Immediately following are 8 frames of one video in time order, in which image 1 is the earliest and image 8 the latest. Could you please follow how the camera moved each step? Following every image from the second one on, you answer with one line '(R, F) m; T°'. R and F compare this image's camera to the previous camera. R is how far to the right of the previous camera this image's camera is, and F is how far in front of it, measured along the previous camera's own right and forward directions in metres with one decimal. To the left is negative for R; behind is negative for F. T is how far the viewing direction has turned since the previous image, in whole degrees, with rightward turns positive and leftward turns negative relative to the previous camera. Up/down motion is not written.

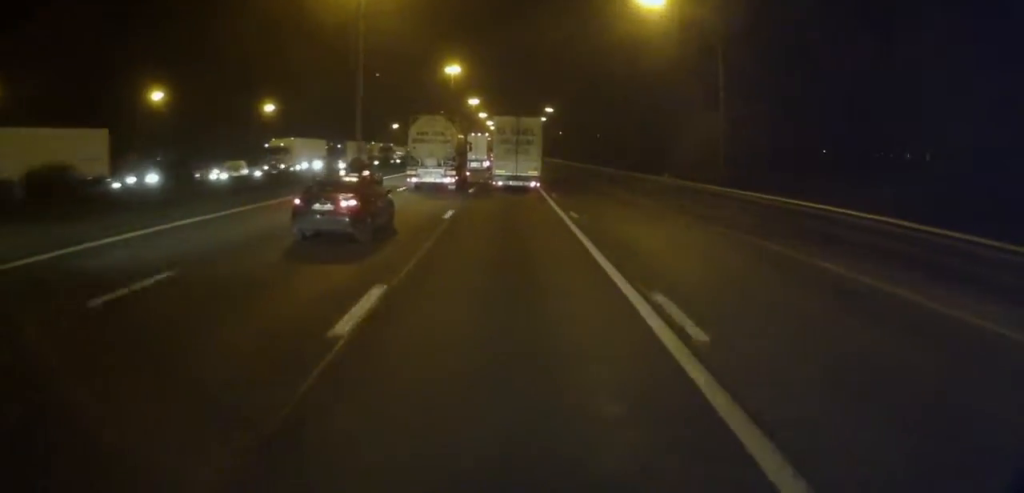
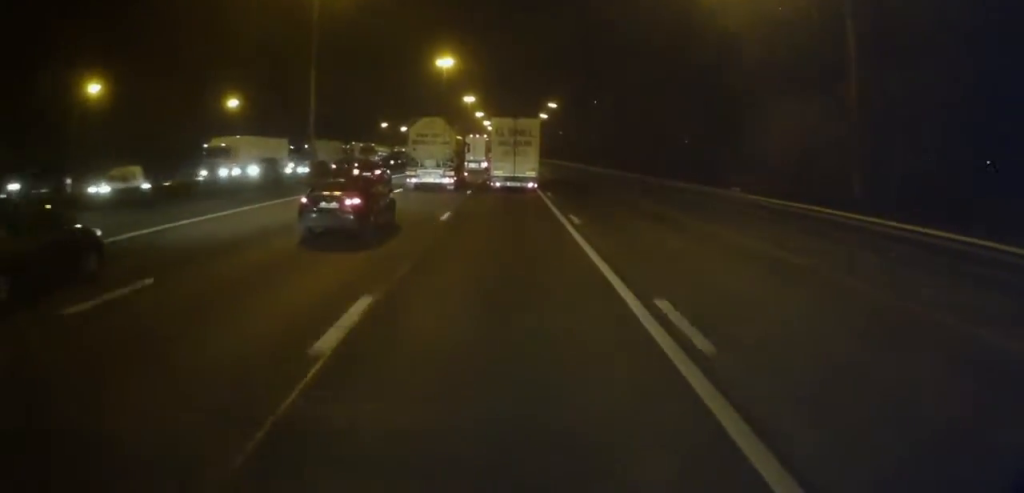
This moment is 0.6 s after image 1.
(-0.1, +13.3) m; 0°
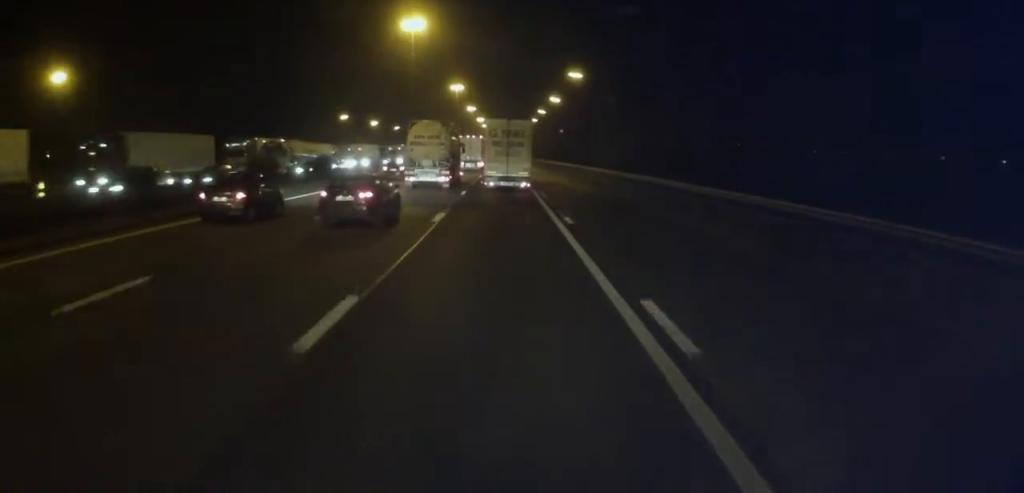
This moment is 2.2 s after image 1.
(0.0, +38.2) m; 0°
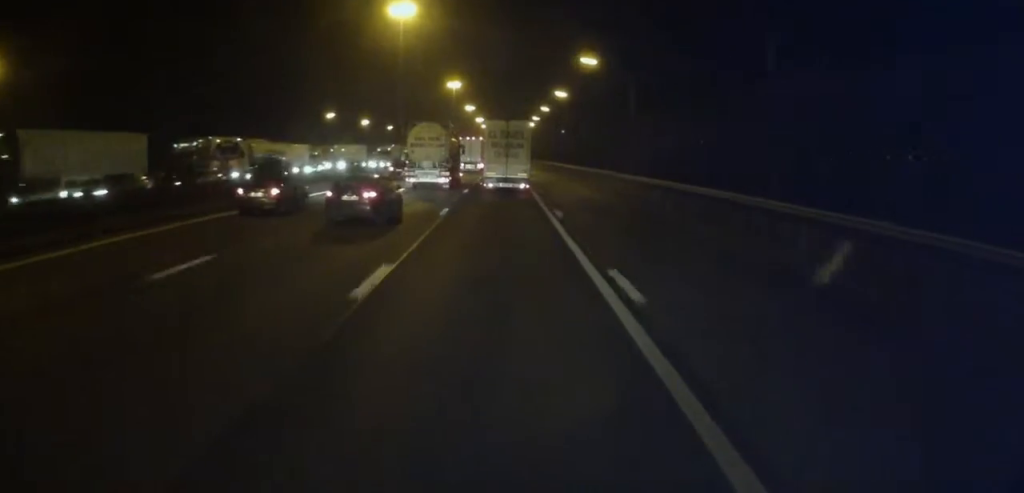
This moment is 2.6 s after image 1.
(0.0, +10.2) m; 0°
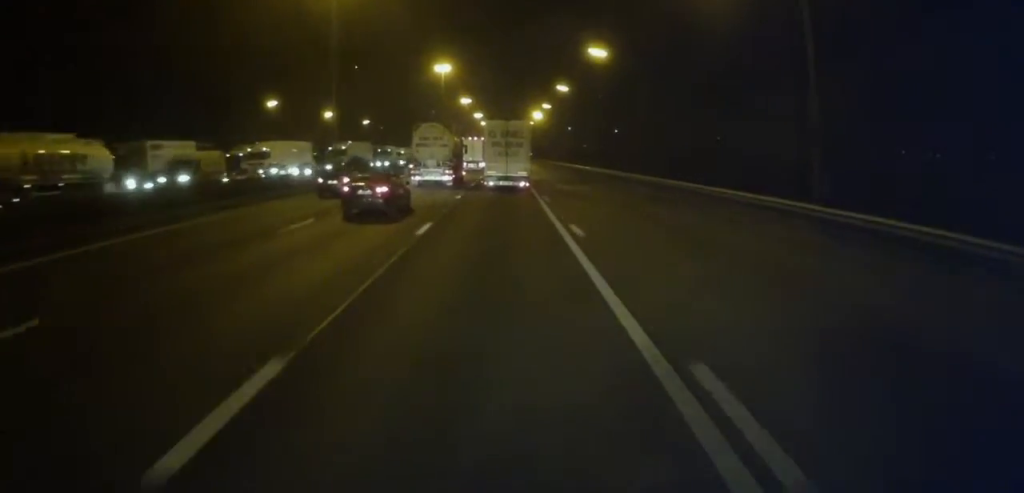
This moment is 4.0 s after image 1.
(+0.2, +31.3) m; 0°
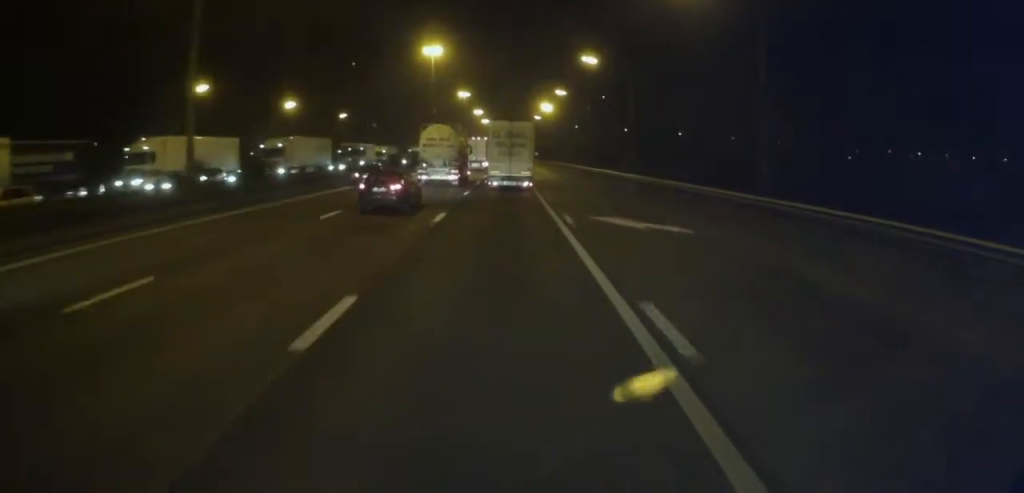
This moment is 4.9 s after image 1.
(0.0, +22.7) m; 0°
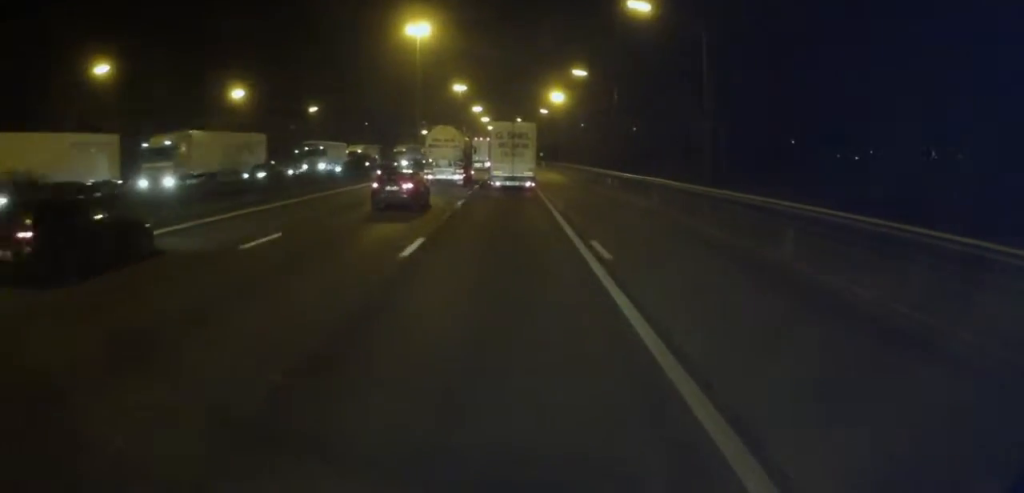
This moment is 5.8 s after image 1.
(-0.1, +19.6) m; 0°
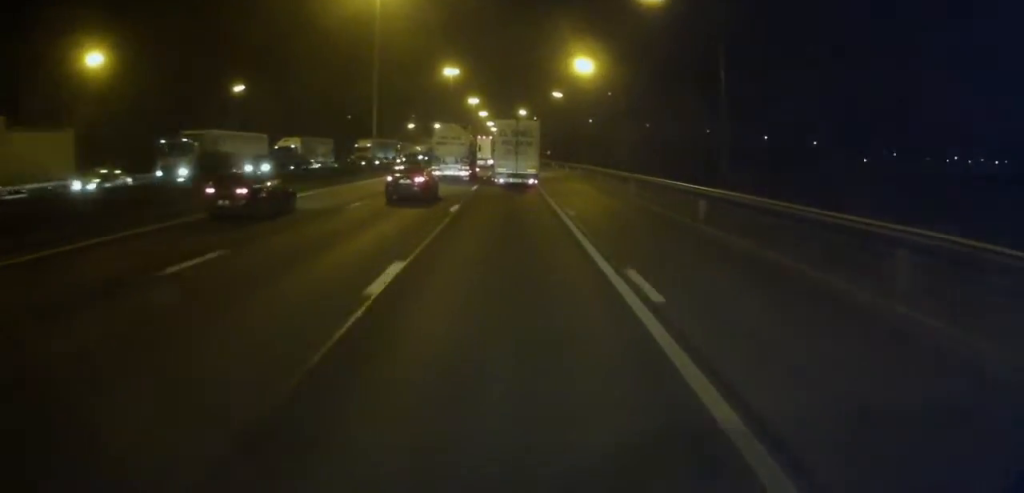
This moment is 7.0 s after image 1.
(0.0, +29.7) m; 0°
